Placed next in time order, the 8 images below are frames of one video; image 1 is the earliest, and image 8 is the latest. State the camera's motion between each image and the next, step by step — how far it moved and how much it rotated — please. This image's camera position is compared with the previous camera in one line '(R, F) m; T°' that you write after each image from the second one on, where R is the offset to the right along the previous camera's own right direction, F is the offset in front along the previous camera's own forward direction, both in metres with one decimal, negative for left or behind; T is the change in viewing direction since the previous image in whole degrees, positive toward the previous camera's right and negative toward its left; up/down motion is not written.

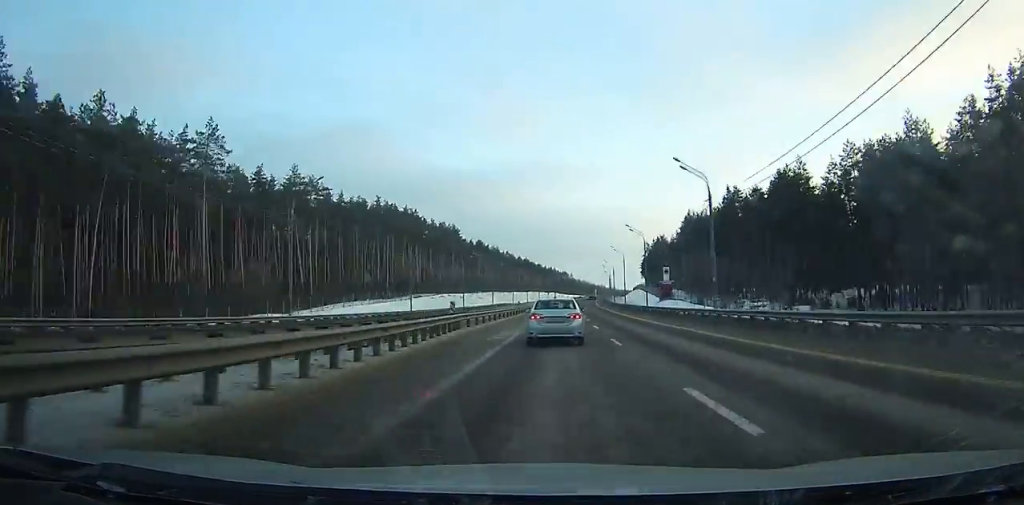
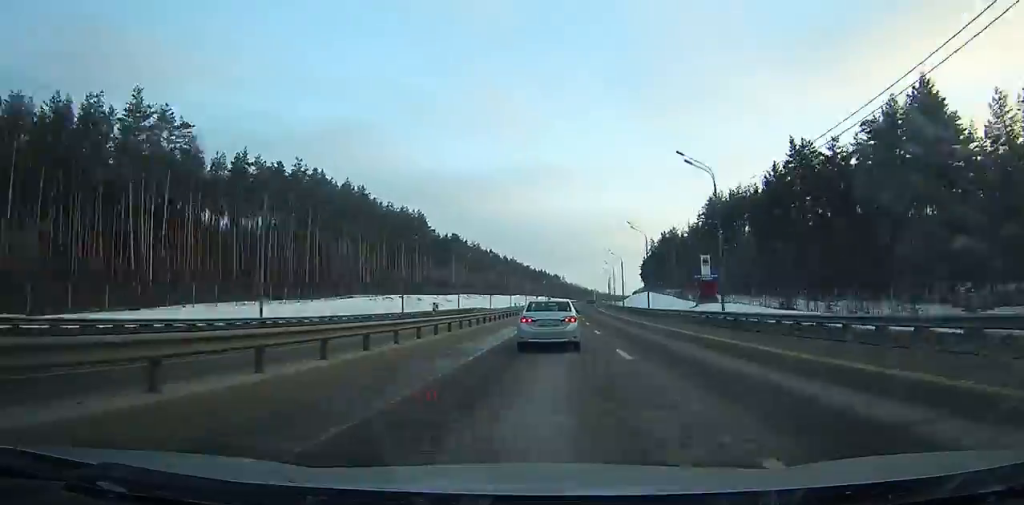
(+0.5, +39.4) m; +1°
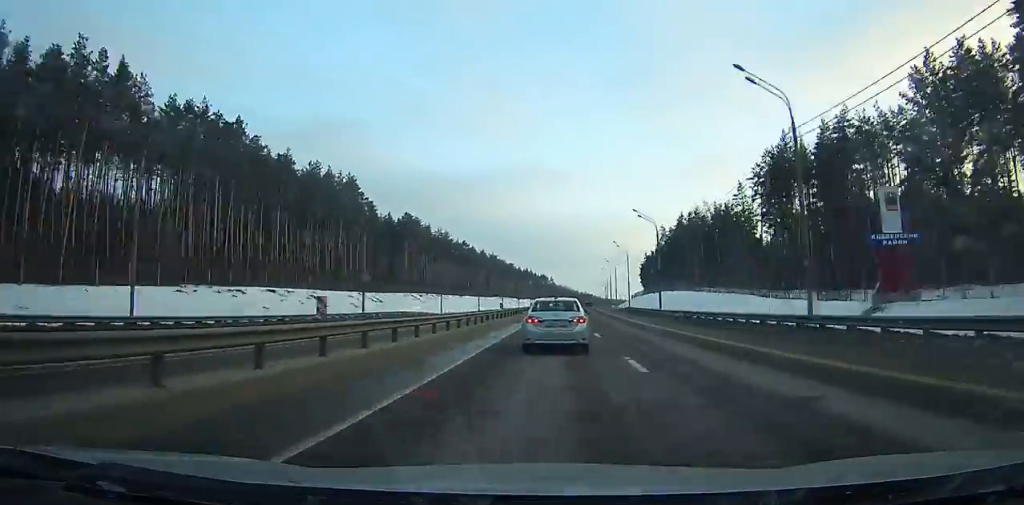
(+0.3, +50.6) m; +1°
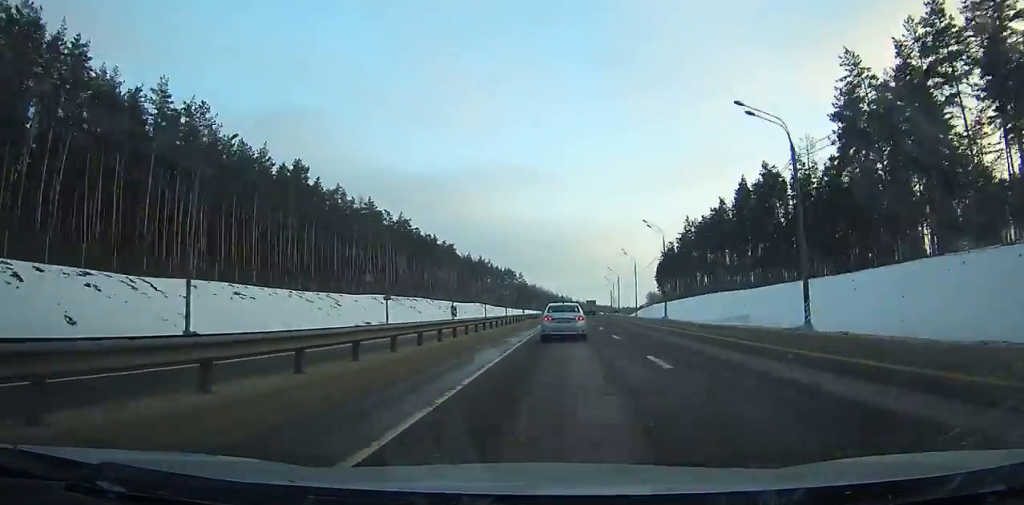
(+3.2, +144.3) m; +3°
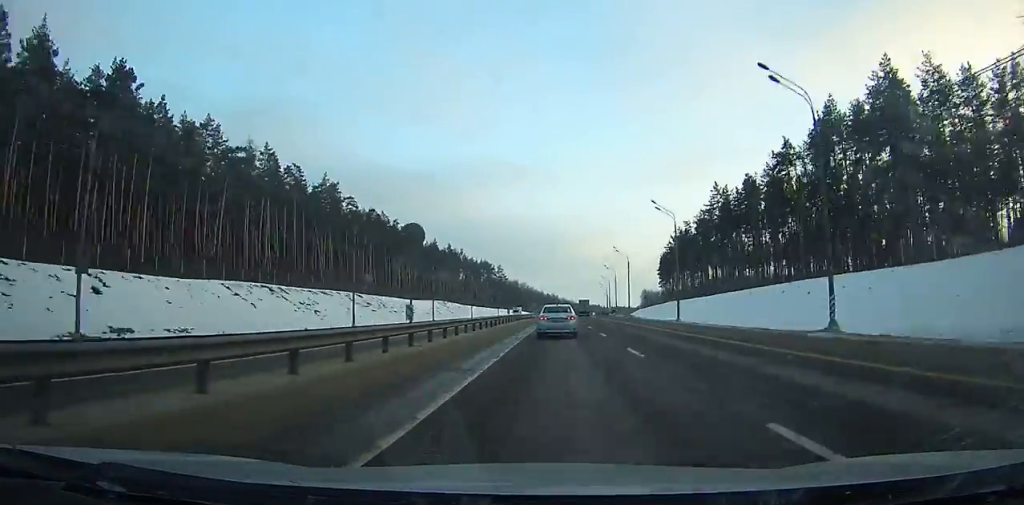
(+0.4, +45.1) m; +1°
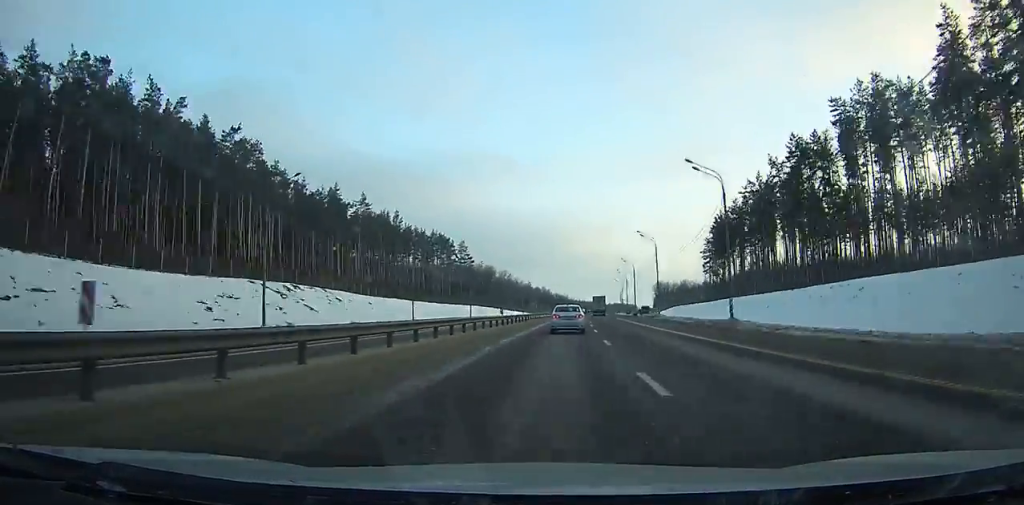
(+0.9, +91.9) m; +1°
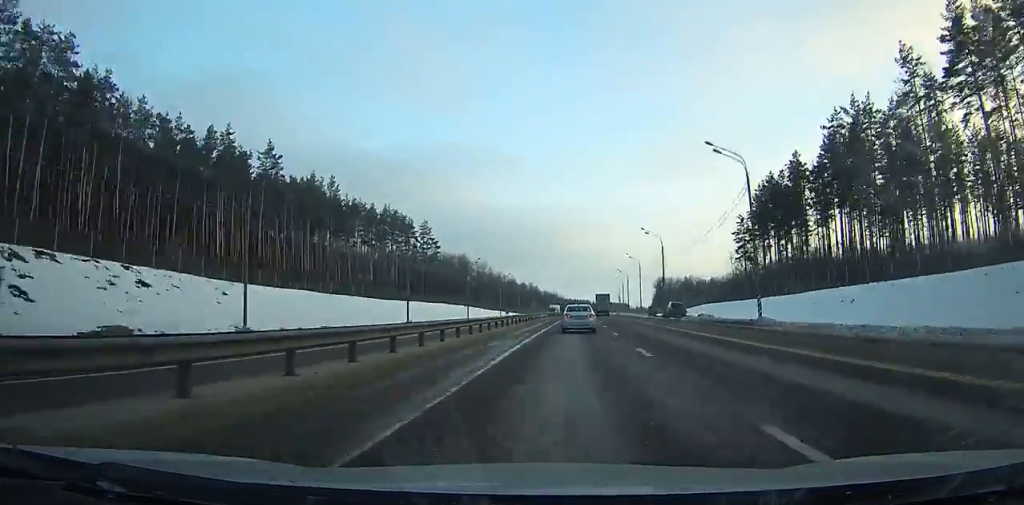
(-0.2, +40.8) m; +1°
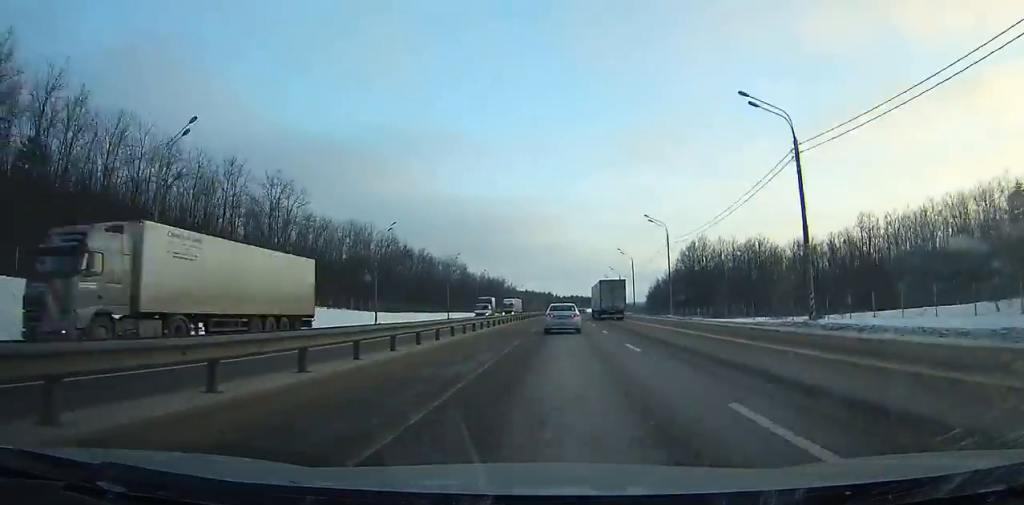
(+5.6, +155.9) m; +3°
